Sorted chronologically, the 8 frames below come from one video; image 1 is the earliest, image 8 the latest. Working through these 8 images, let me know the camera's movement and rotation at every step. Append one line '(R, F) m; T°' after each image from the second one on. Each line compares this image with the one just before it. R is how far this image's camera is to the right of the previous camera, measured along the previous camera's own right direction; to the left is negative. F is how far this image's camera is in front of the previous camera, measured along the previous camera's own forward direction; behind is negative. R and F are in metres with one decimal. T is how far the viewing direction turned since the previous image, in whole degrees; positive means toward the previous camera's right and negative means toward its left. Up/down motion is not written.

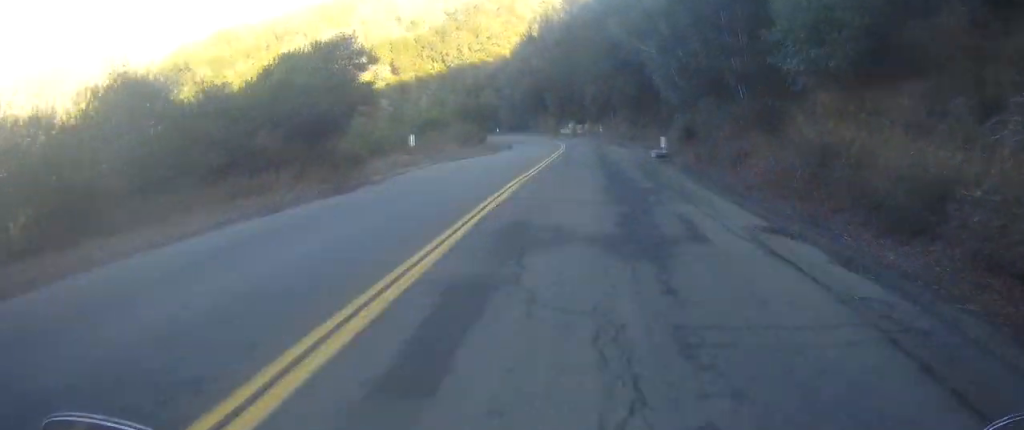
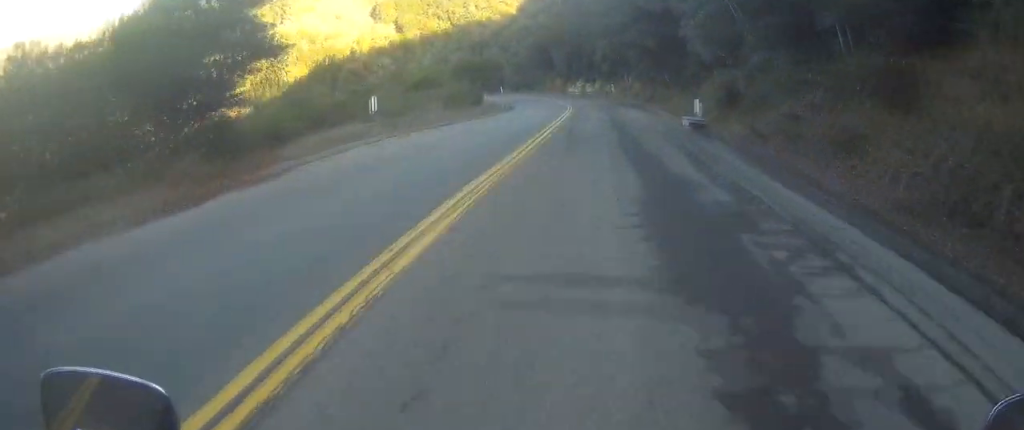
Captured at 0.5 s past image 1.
(+0.1, +8.8) m; -2°
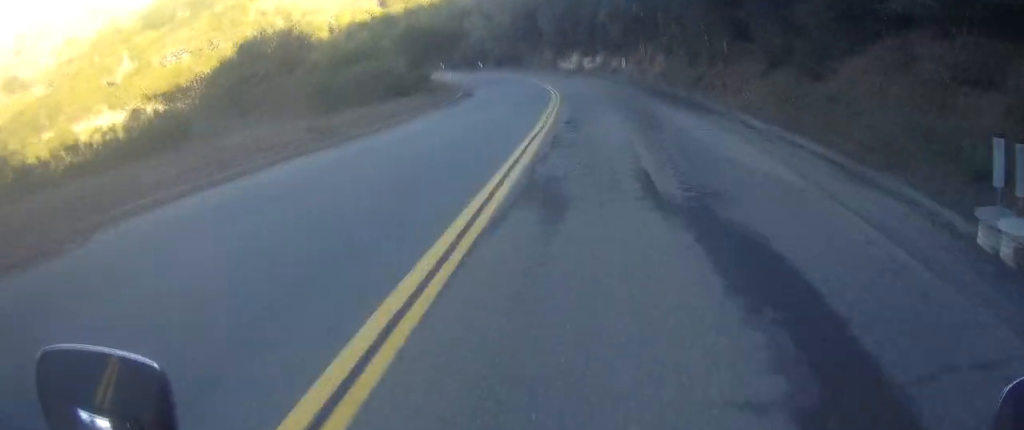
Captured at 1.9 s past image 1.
(-1.5, +22.9) m; -7°
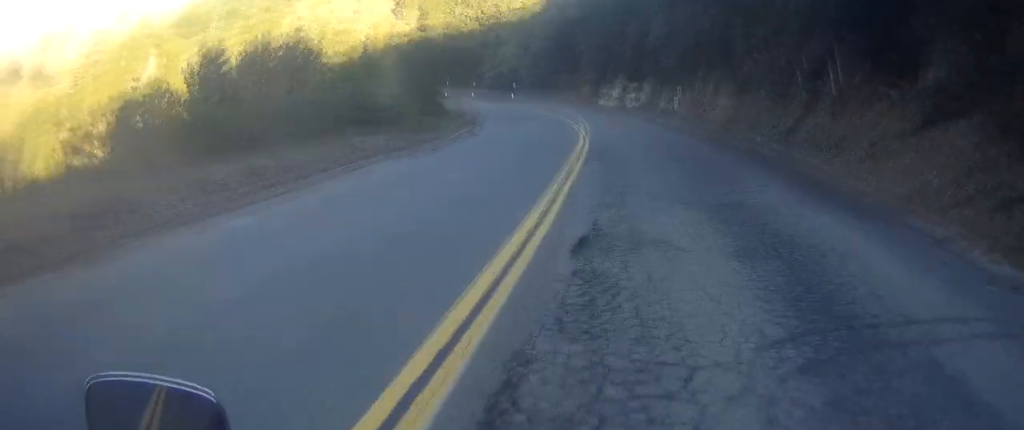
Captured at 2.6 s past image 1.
(-0.2, +10.5) m; -2°
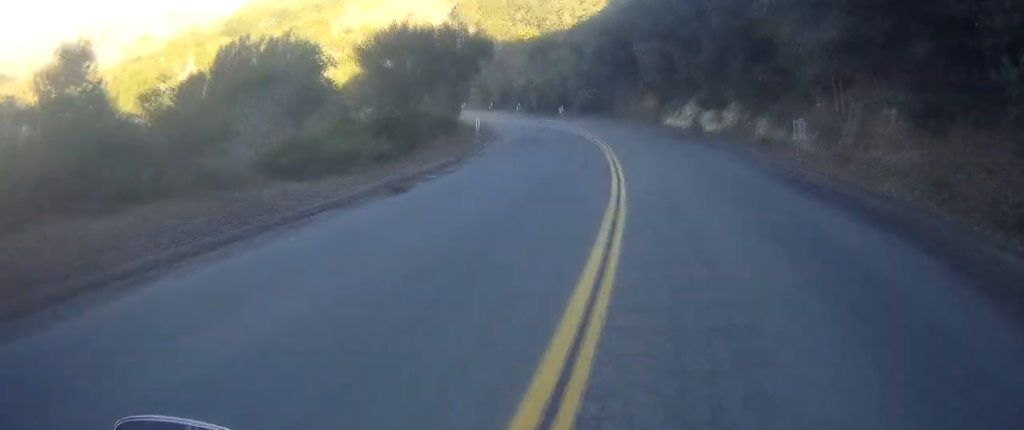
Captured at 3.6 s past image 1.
(-0.4, +16.9) m; -1°
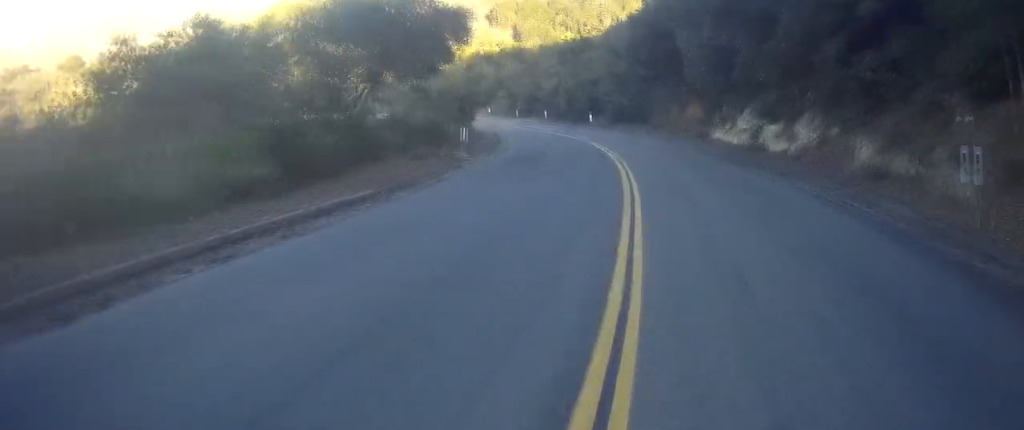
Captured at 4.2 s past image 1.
(+0.1, +10.2) m; -2°
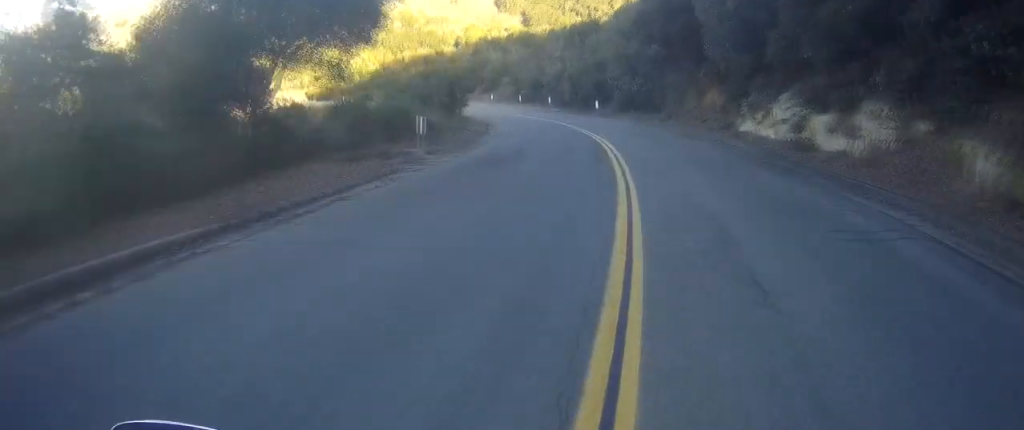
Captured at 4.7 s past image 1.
(+0.3, +7.0) m; -2°
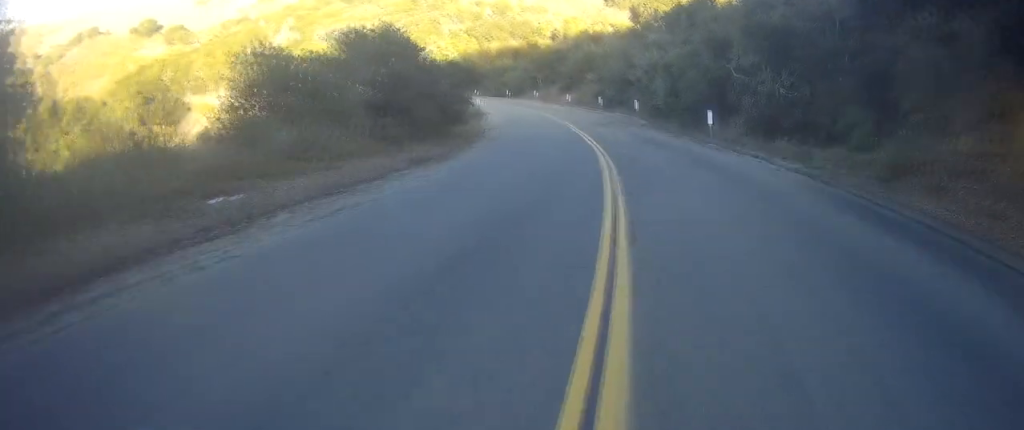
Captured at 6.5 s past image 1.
(-1.9, +31.6) m; -6°
